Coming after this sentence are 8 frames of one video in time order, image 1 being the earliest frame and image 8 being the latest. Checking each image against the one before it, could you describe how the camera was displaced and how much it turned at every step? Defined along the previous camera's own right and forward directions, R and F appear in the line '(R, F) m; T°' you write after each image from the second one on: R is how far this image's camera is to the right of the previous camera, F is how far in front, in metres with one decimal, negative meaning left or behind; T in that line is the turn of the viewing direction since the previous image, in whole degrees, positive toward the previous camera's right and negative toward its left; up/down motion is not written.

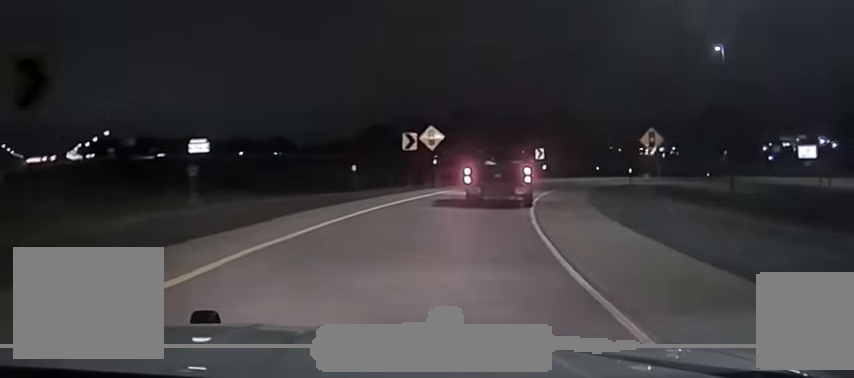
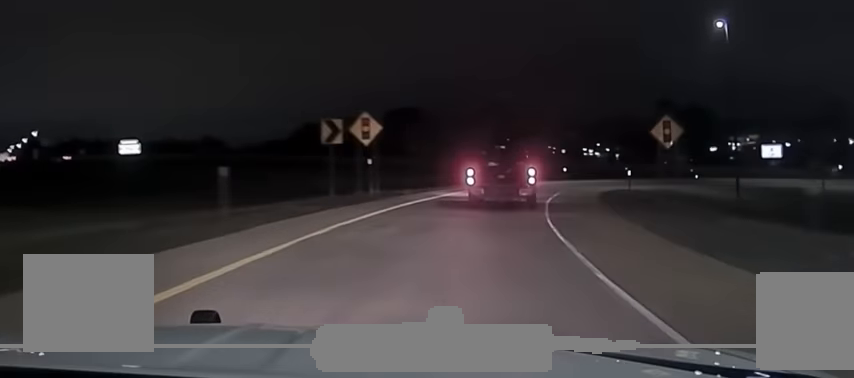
(+0.6, +13.5) m; +4°
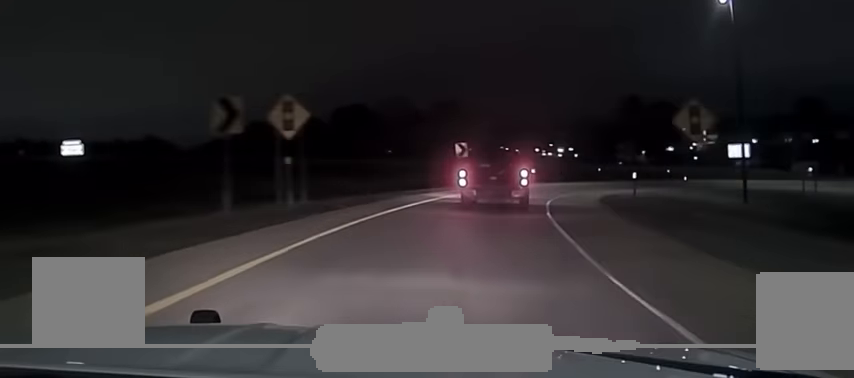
(+0.2, +9.6) m; +4°
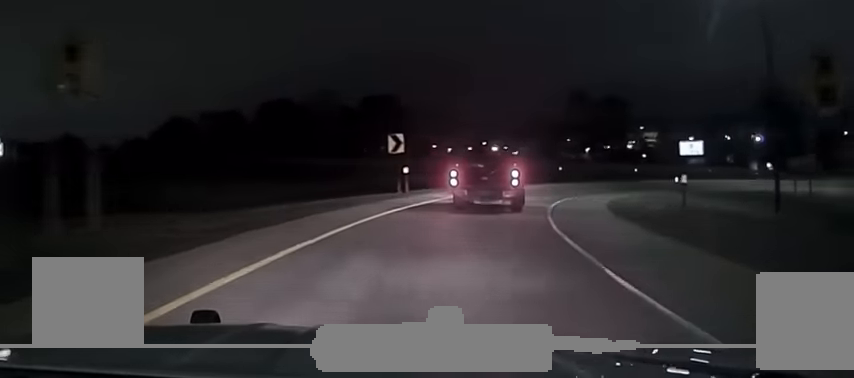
(+0.5, +13.1) m; +5°
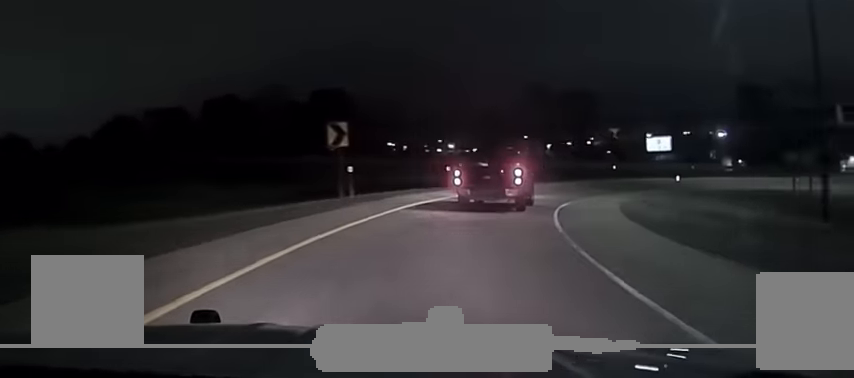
(+0.5, +8.0) m; +4°
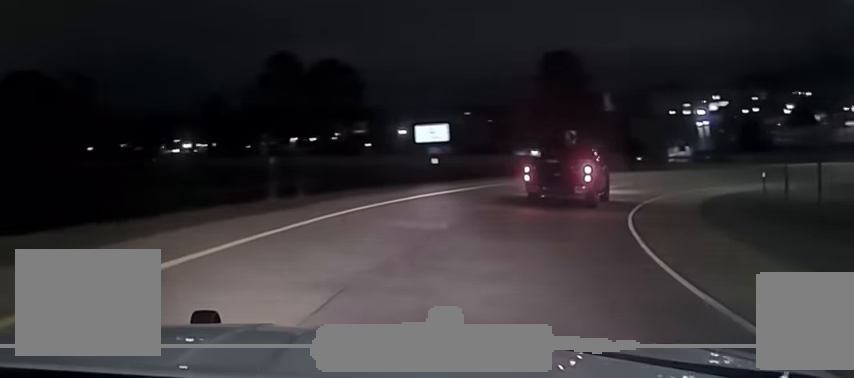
(+4.0, +33.5) m; +17°
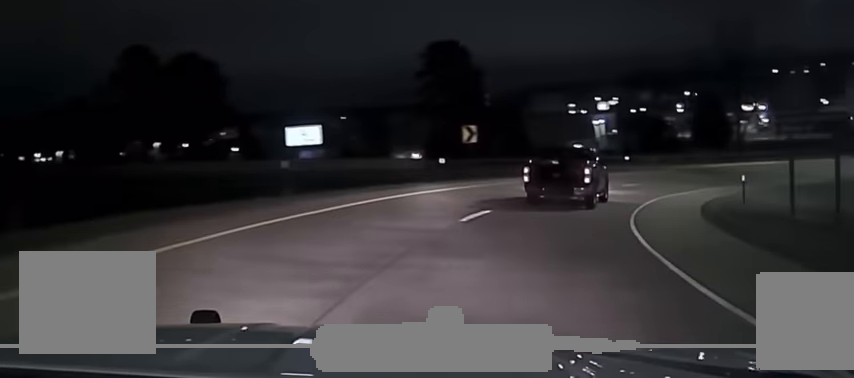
(+1.2, +10.9) m; +10°
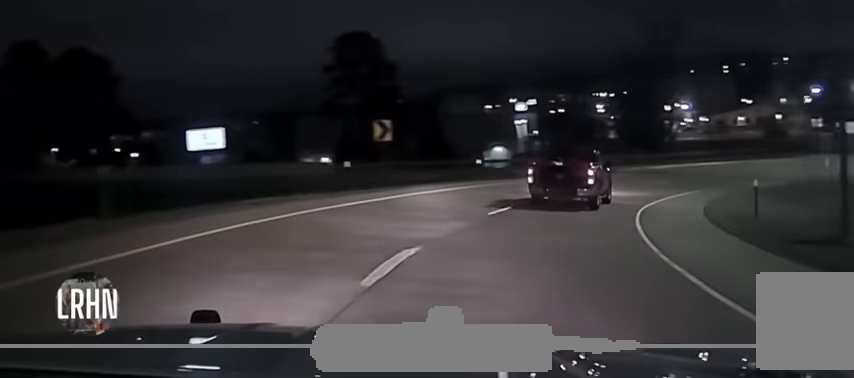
(+0.4, +8.0) m; +8°
